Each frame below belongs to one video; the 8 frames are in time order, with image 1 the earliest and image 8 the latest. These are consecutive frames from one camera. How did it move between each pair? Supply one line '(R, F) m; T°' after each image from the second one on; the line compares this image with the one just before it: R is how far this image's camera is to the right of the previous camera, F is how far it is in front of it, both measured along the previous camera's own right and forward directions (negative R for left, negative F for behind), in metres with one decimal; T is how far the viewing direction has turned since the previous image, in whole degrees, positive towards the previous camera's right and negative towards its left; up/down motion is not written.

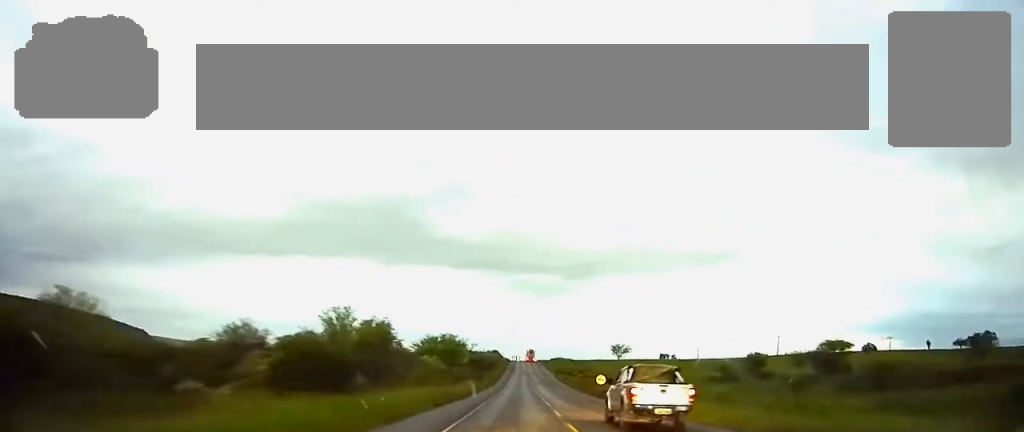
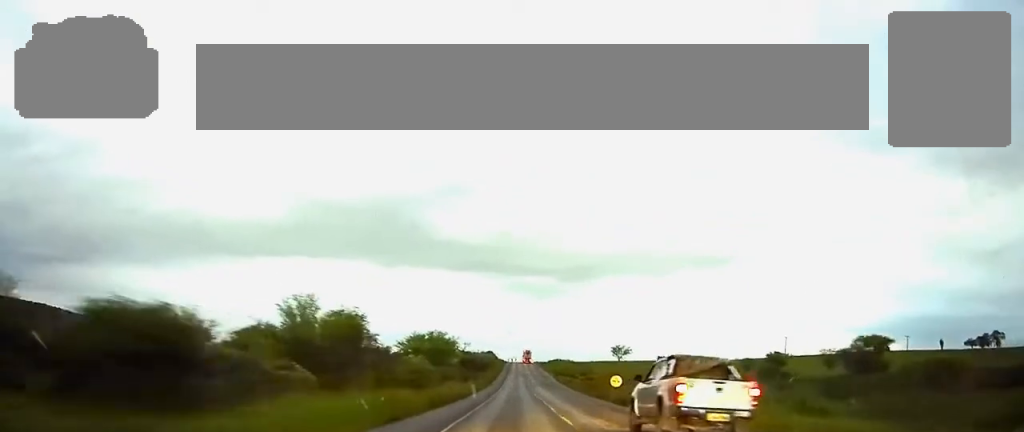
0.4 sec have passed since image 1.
(0.0, +13.7) m; 0°
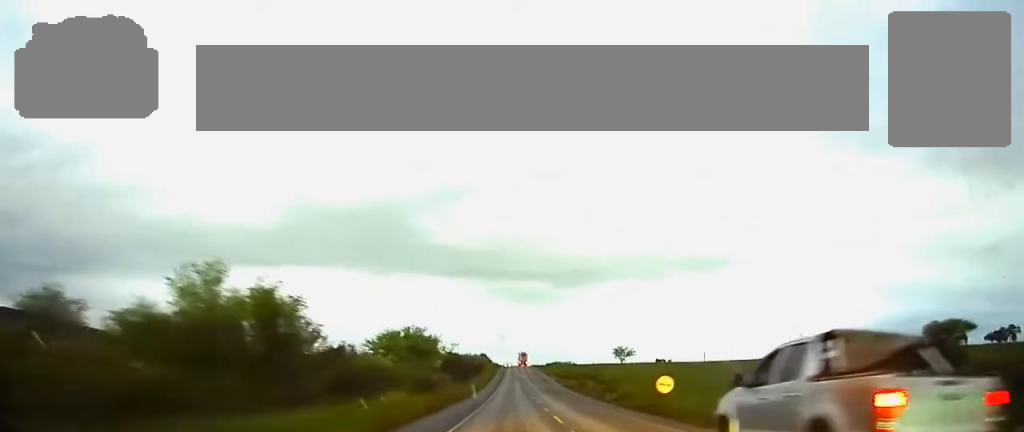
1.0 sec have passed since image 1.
(+0.1, +21.7) m; 0°
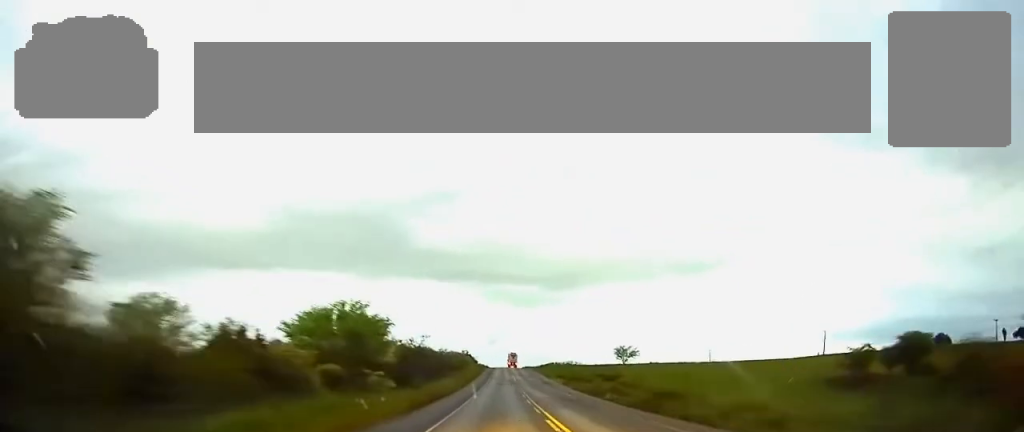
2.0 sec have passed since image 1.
(+0.2, +33.0) m; +1°
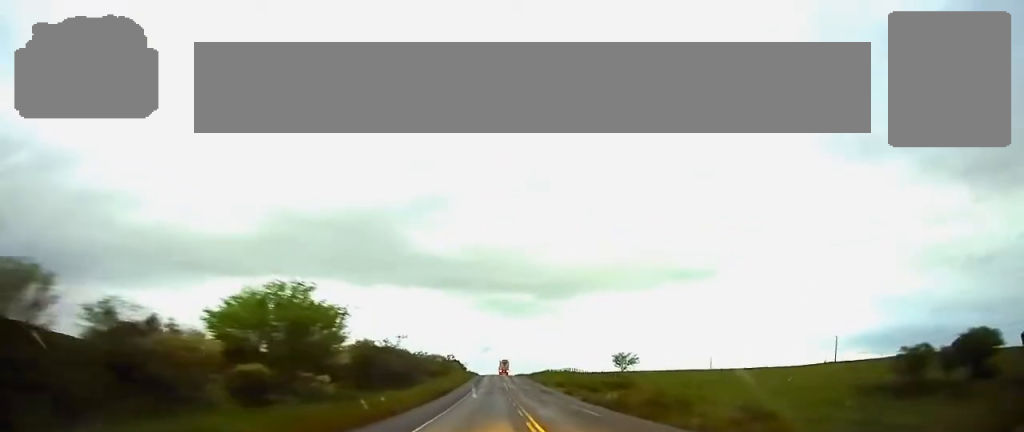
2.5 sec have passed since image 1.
(0.0, +16.0) m; 0°
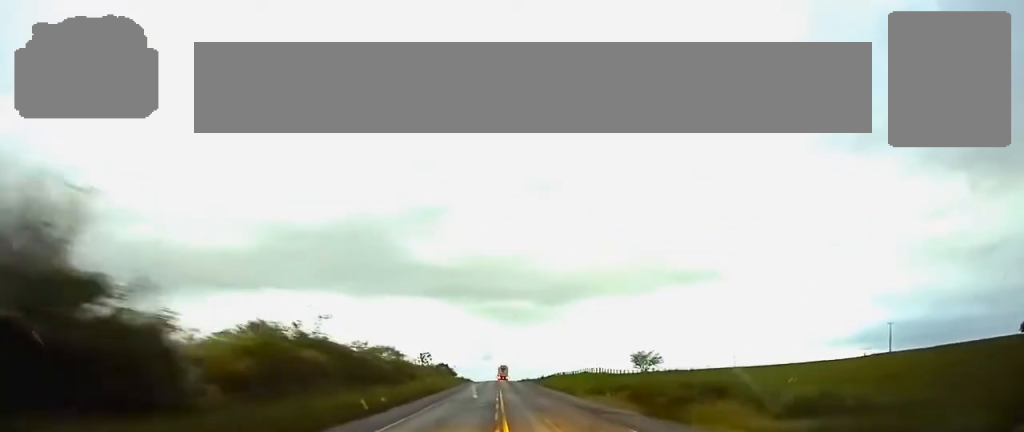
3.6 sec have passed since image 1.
(+0.1, +38.5) m; 0°
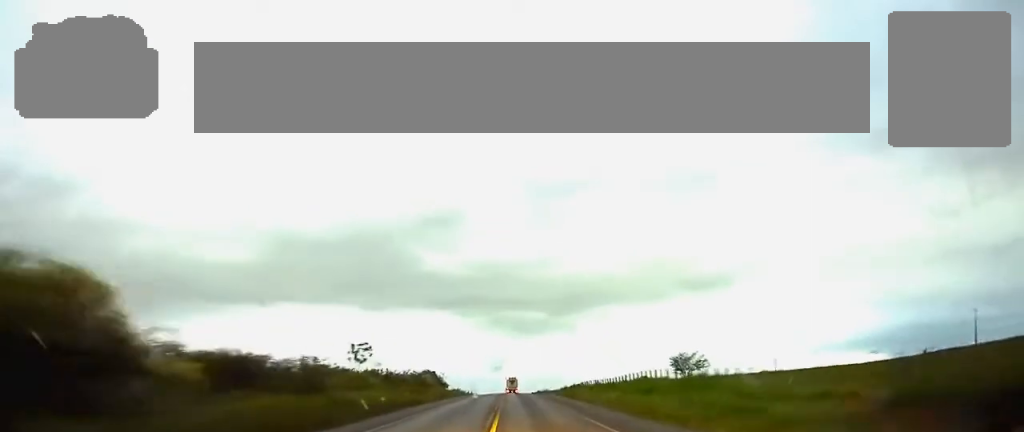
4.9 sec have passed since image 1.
(-0.3, +42.3) m; -1°
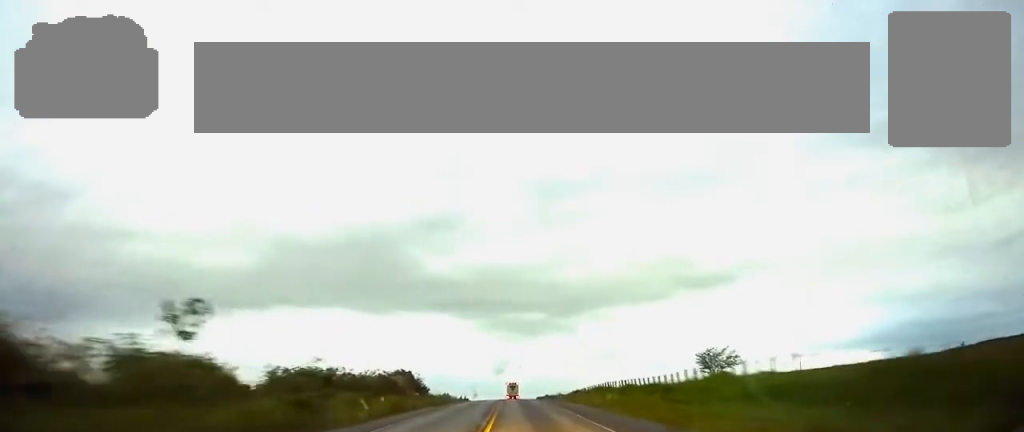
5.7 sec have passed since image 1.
(-0.1, +26.1) m; 0°
